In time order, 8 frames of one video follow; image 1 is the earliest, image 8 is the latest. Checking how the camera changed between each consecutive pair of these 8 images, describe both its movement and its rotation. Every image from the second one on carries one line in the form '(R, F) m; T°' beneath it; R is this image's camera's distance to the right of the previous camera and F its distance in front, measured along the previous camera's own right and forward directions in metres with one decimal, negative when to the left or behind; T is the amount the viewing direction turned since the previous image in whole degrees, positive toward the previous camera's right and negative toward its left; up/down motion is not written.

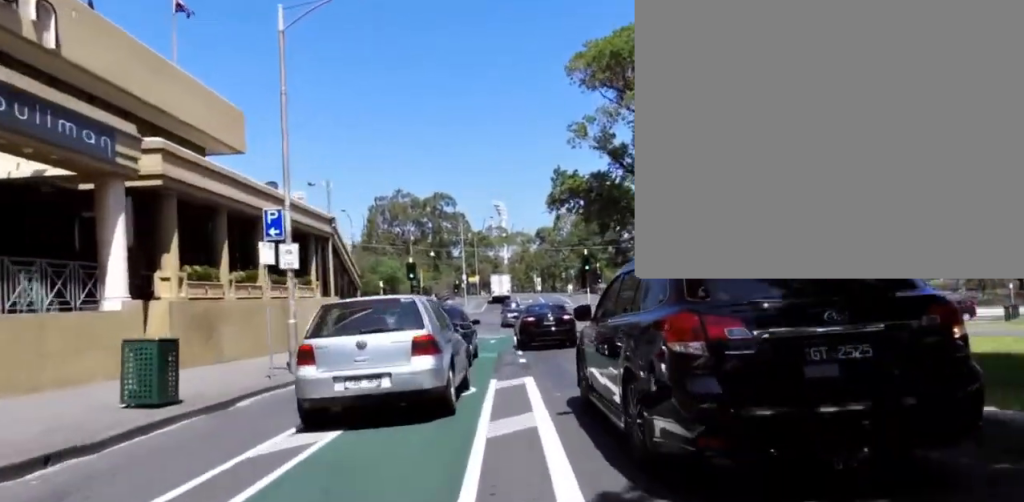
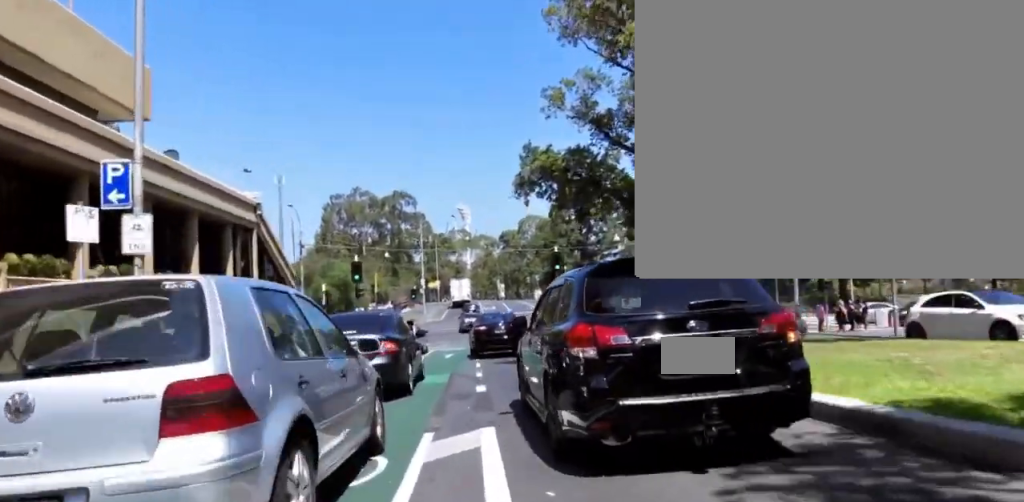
(-0.3, +4.9) m; -2°
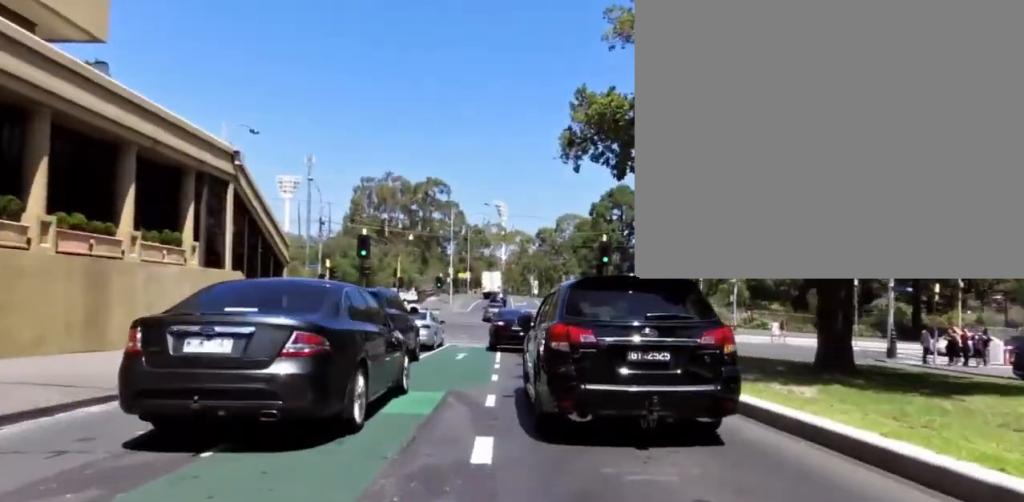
(+0.3, +6.0) m; +2°
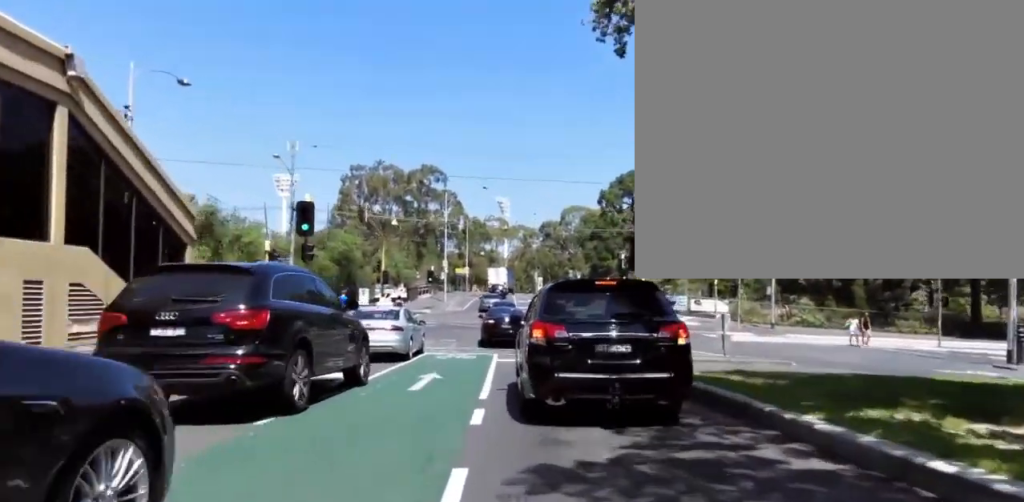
(0.0, +7.8) m; -5°
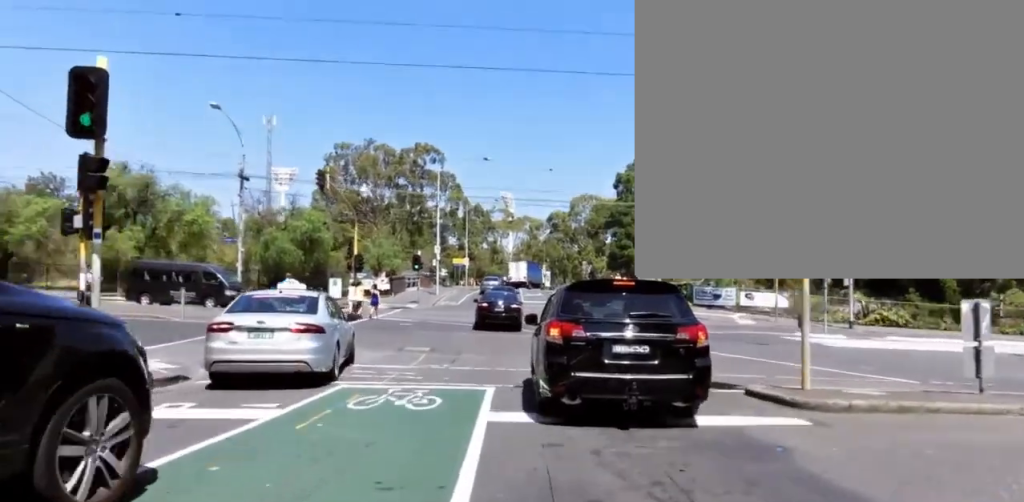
(-0.2, +11.3) m; +3°
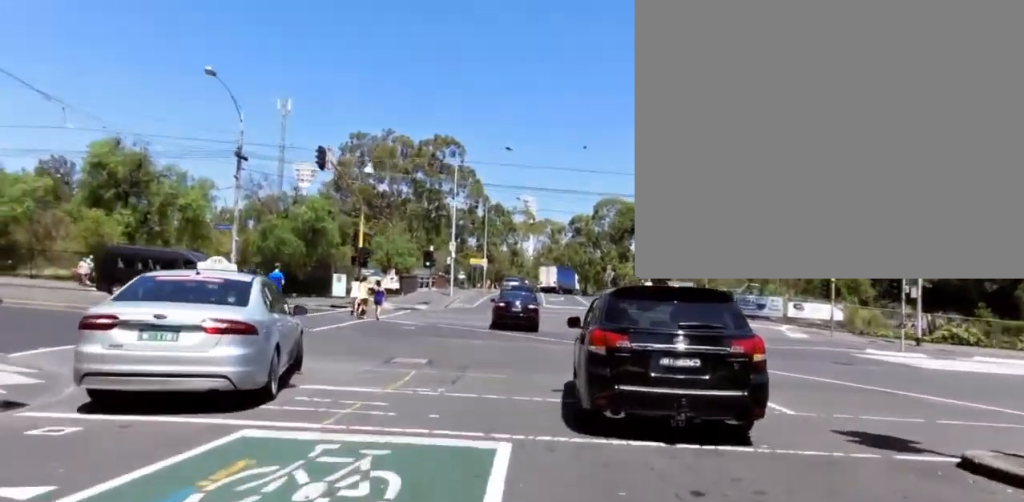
(+0.5, +4.5) m; 0°
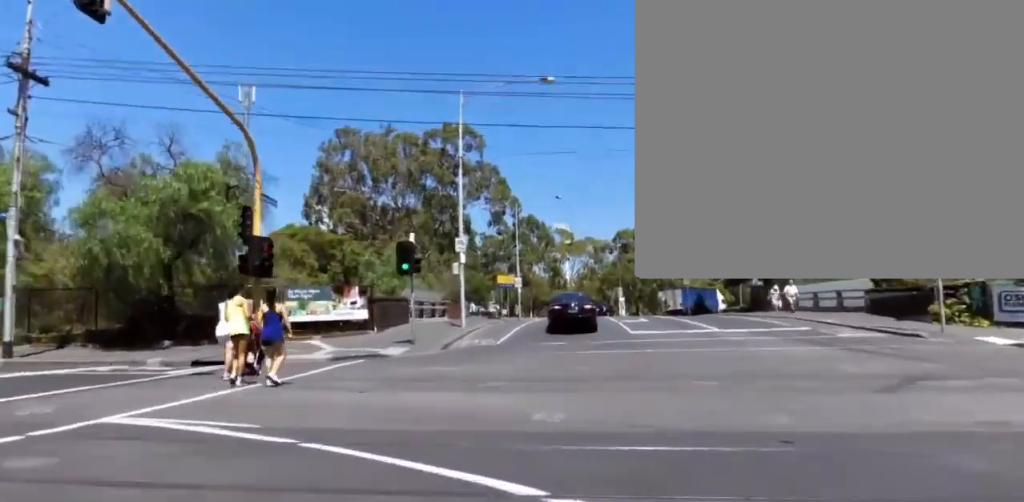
(-1.6, +19.1) m; -2°
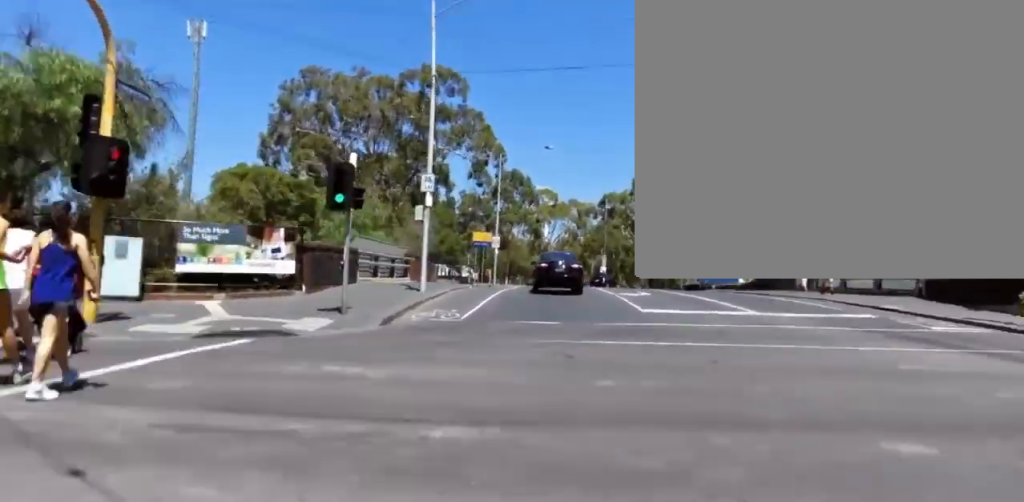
(+0.3, +5.2) m; +2°
